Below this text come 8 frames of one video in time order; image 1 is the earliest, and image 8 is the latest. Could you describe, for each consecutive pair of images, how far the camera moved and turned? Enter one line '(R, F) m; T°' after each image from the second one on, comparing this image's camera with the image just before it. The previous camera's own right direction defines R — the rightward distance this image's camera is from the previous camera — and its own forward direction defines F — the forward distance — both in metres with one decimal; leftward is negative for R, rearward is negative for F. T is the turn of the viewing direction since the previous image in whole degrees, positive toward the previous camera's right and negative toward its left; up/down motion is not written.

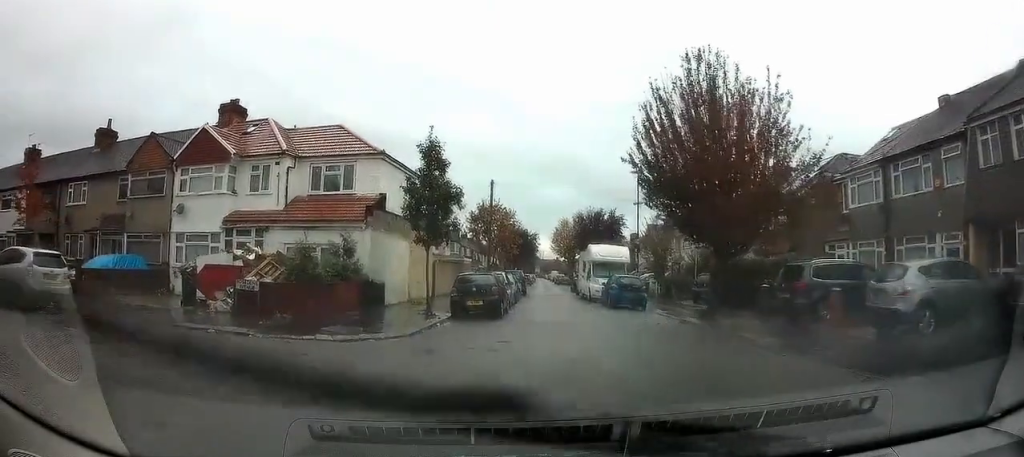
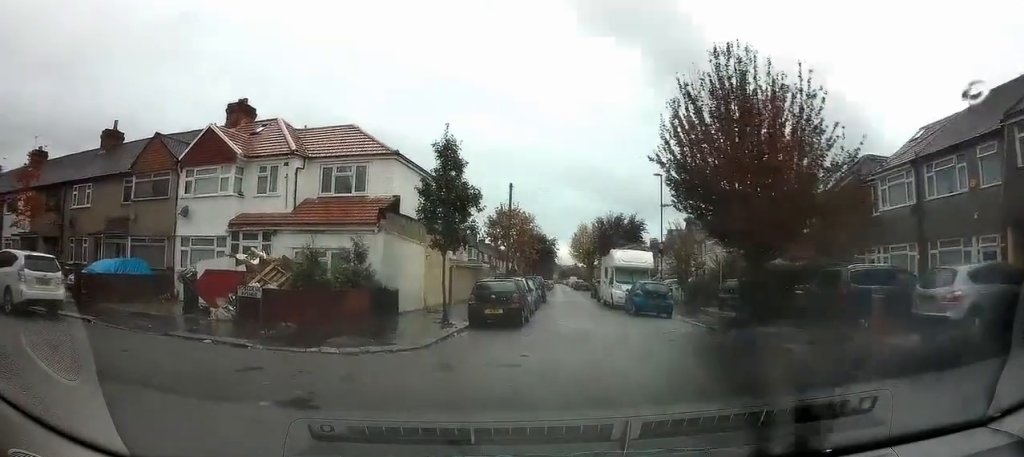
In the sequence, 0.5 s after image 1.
(-0.1, +1.3) m; -3°
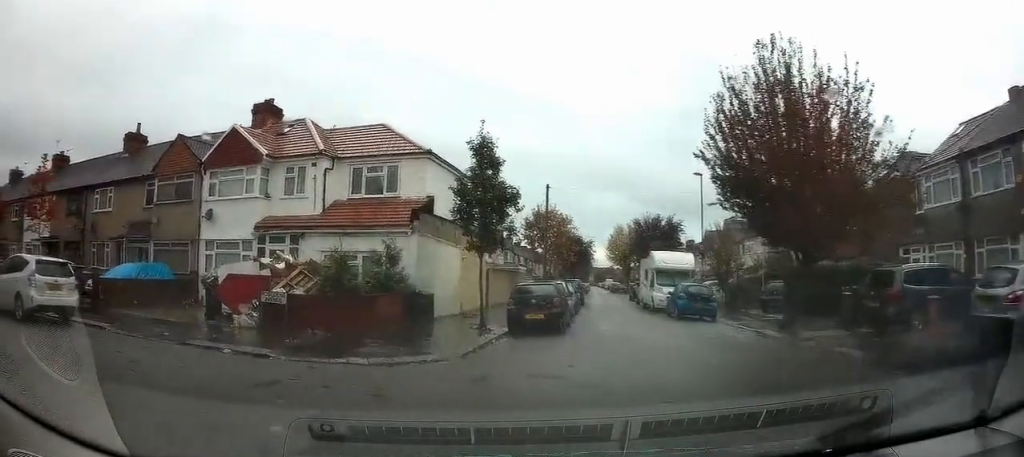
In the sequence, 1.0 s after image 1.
(0.0, +1.0) m; -6°
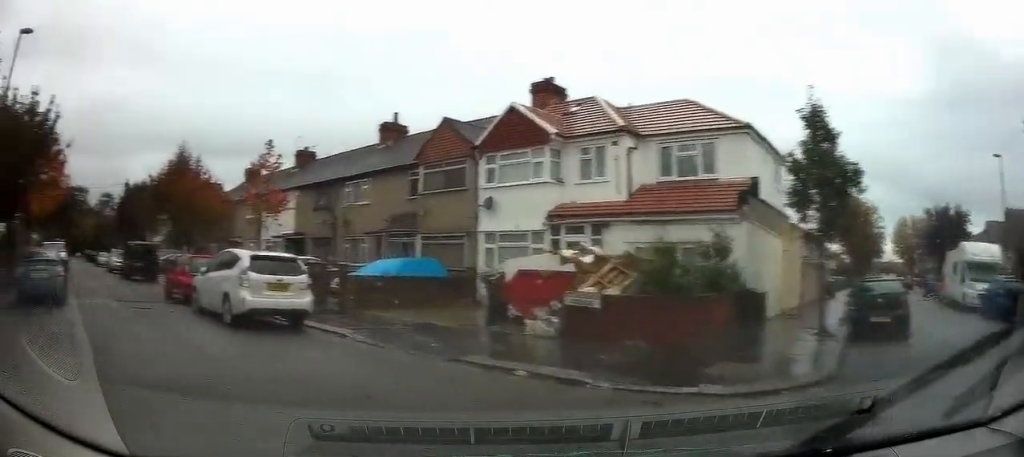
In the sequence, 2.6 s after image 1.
(-0.5, +2.7) m; -28°
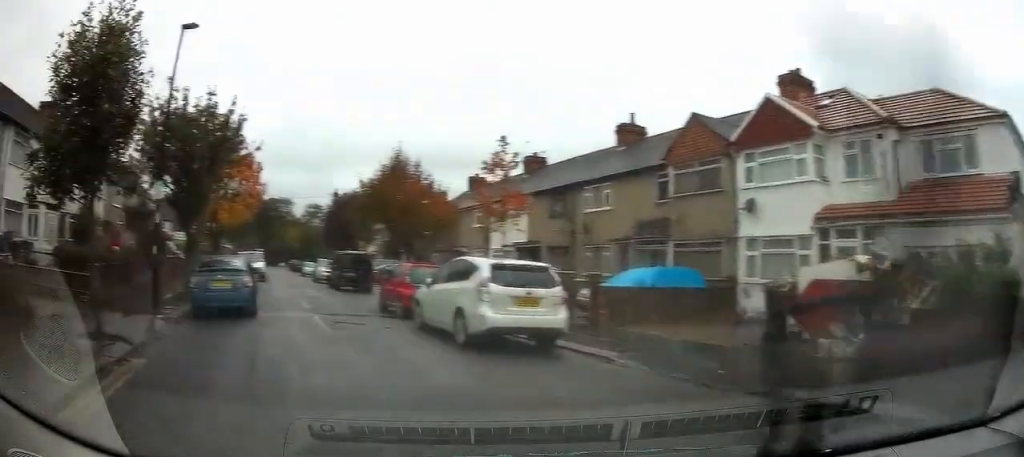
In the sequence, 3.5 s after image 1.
(-0.2, +1.6) m; -28°
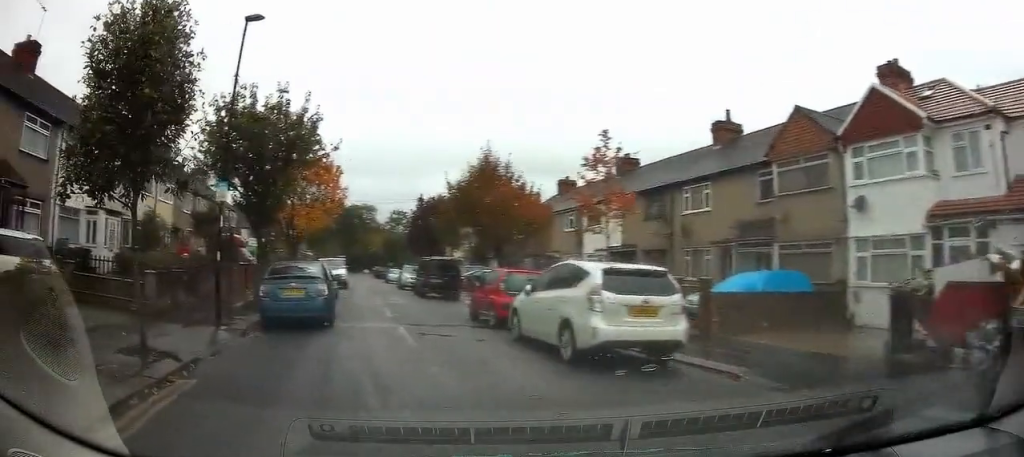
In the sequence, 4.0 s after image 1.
(-0.3, +1.1) m; -8°
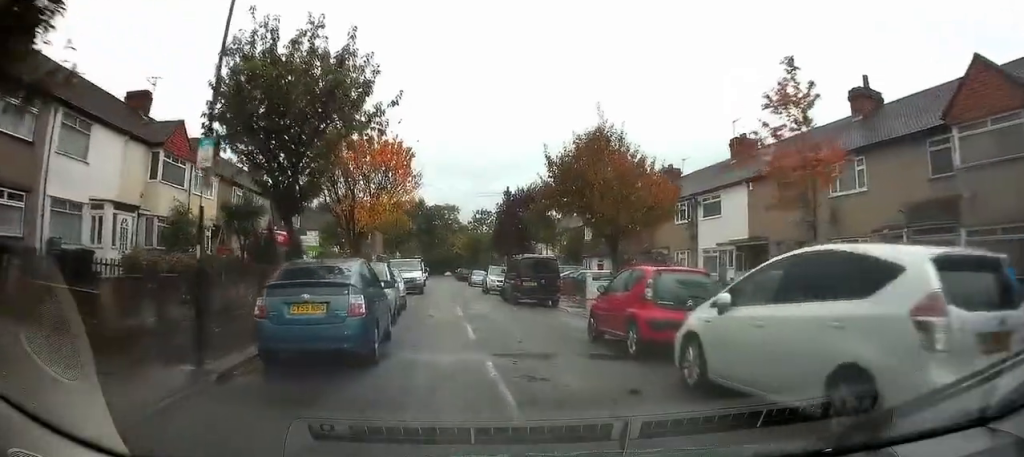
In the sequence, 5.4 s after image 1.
(-0.6, +4.5) m; -3°
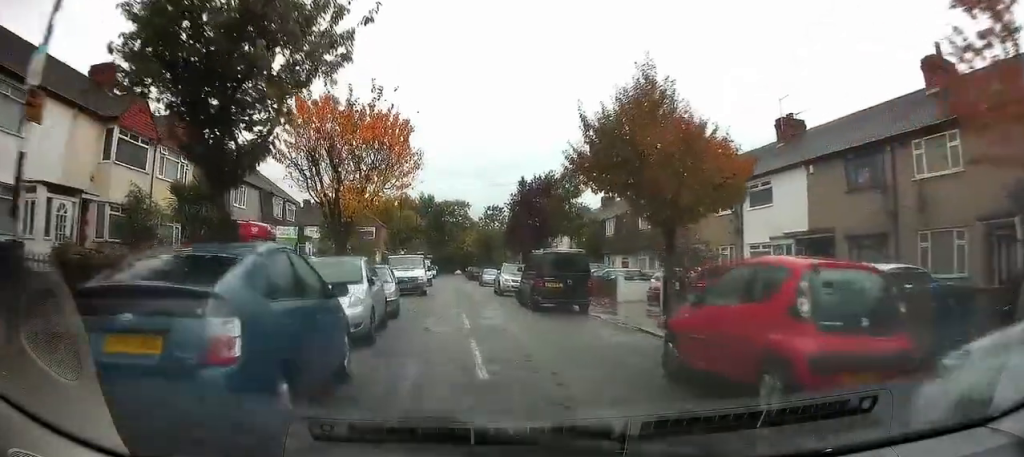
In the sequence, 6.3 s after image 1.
(+0.2, +3.7) m; +1°
